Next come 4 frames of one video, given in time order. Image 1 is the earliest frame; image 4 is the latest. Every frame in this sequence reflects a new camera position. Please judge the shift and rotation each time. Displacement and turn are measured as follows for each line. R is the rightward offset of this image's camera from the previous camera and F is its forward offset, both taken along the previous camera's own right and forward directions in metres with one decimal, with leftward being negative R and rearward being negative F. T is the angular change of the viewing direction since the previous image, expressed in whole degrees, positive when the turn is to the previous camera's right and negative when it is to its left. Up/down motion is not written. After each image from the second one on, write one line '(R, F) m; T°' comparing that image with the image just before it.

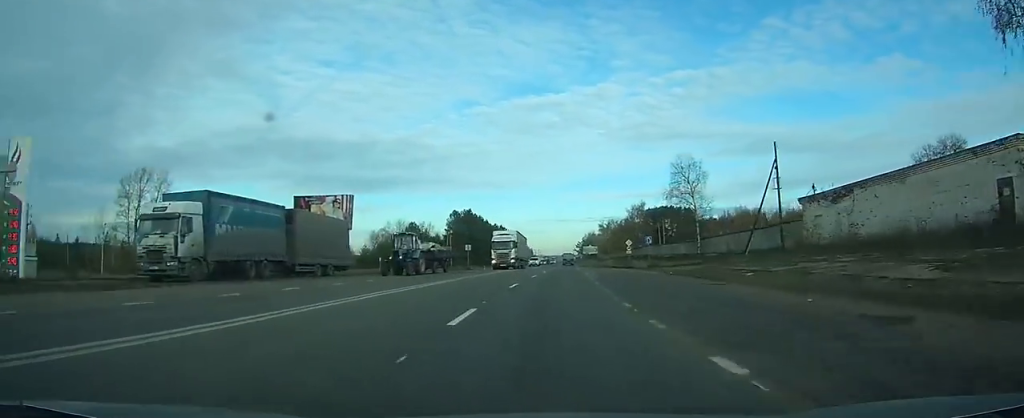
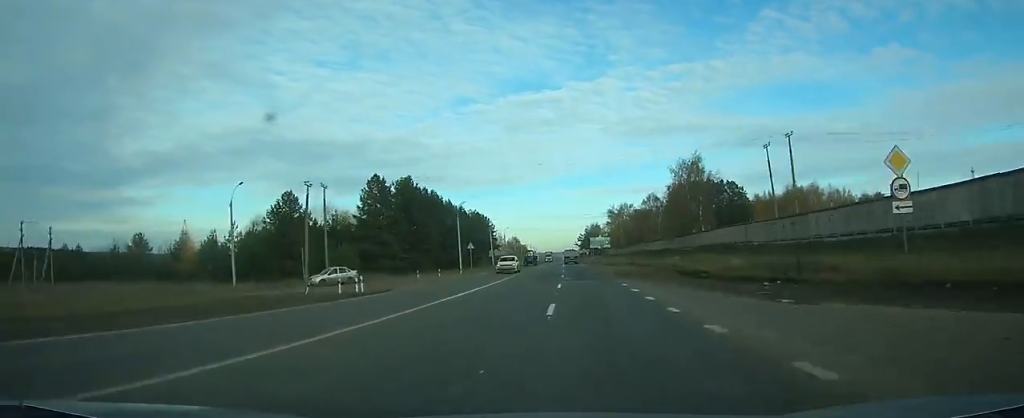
(+4.8, +68.2) m; +4°
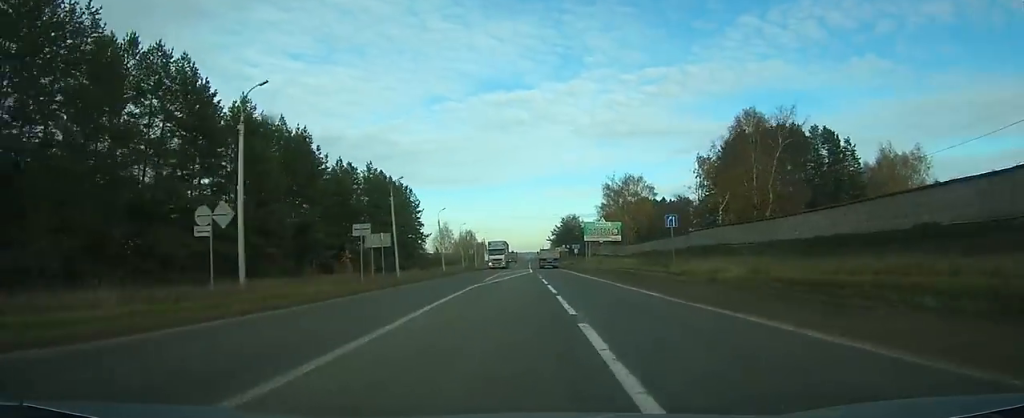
(-0.6, +81.7) m; 0°
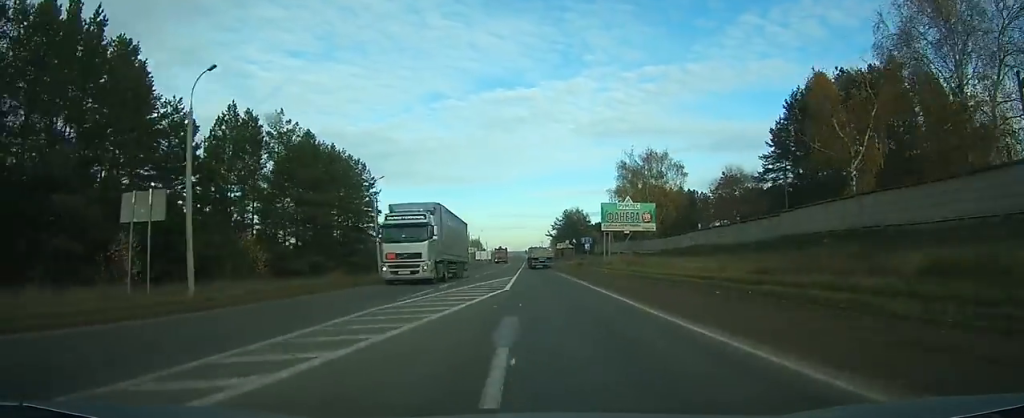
(+0.6, +32.0) m; +1°
